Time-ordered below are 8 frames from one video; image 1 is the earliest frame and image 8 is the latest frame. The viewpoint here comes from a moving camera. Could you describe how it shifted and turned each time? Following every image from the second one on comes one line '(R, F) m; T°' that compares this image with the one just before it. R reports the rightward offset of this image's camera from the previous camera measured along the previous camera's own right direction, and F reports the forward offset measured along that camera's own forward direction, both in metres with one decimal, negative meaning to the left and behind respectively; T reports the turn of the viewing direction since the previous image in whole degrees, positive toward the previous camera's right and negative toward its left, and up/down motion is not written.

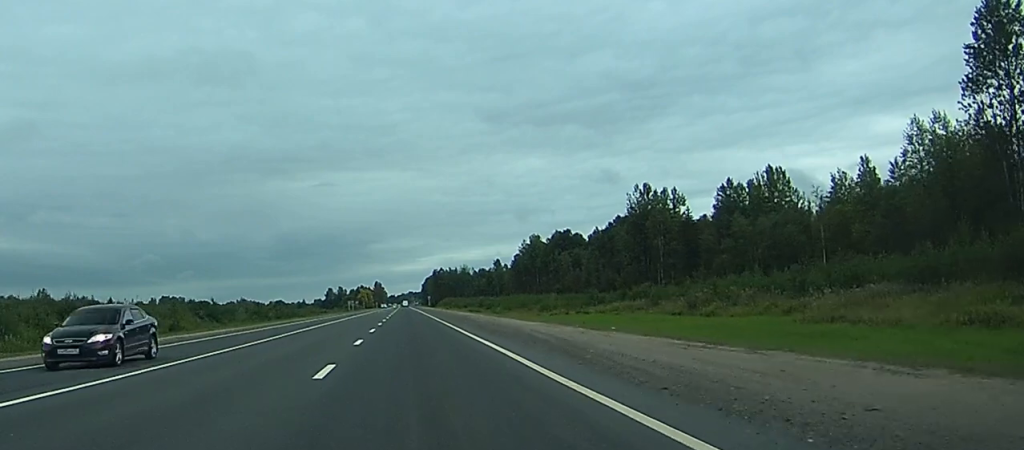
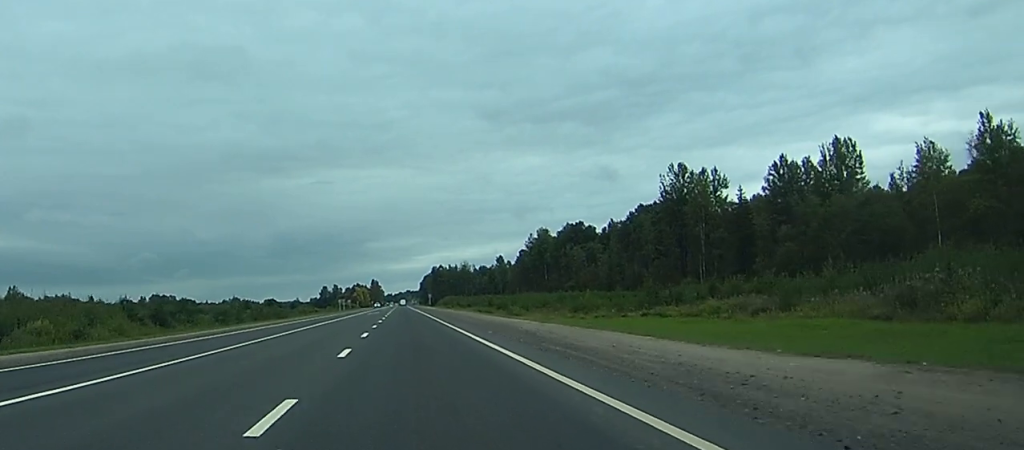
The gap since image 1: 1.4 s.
(+0.1, +30.3) m; 0°
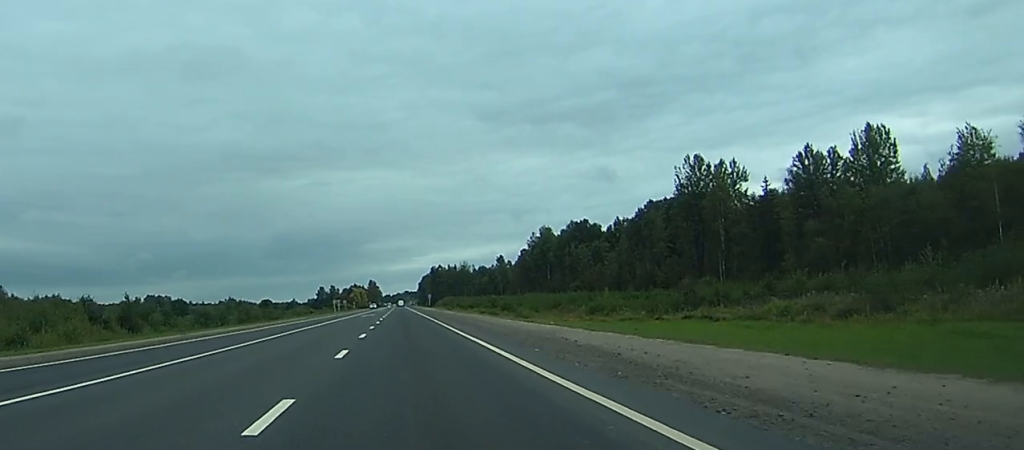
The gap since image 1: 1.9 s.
(0.0, +11.8) m; 0°
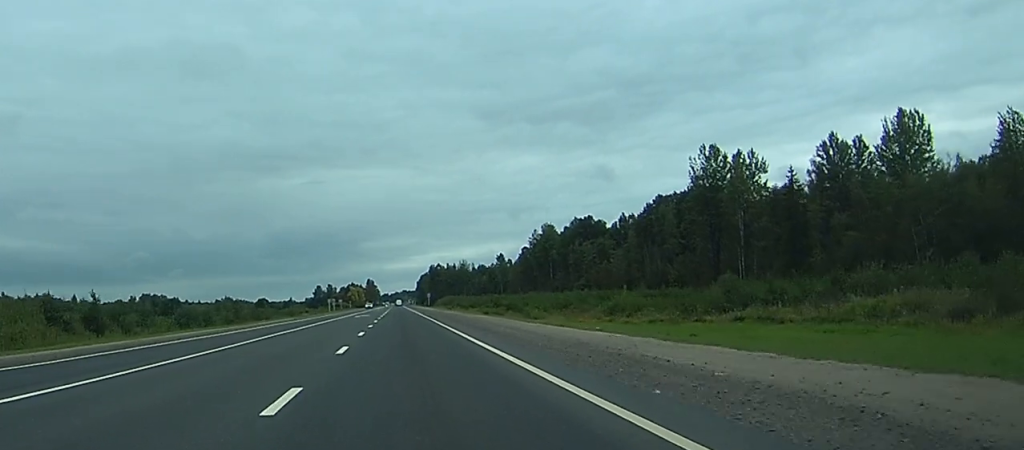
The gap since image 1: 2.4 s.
(0.0, +10.4) m; 0°
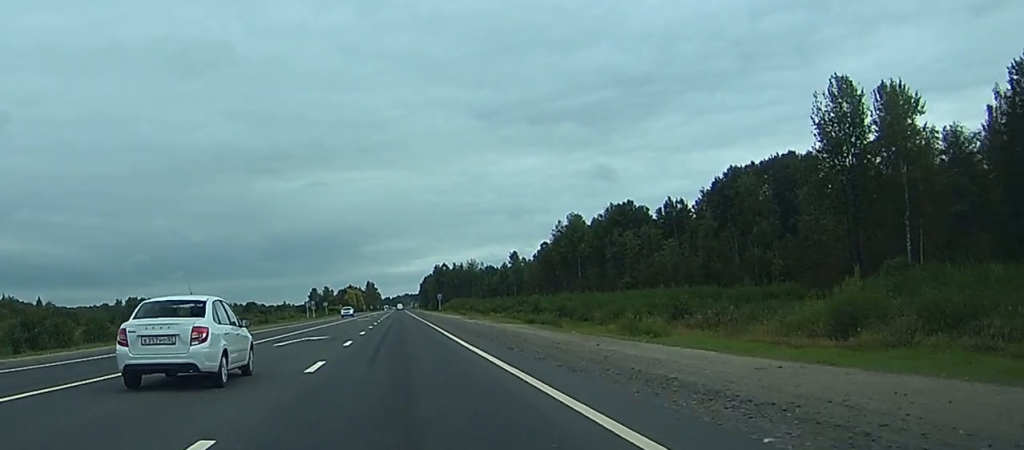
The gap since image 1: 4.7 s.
(-0.2, +52.3) m; -1°
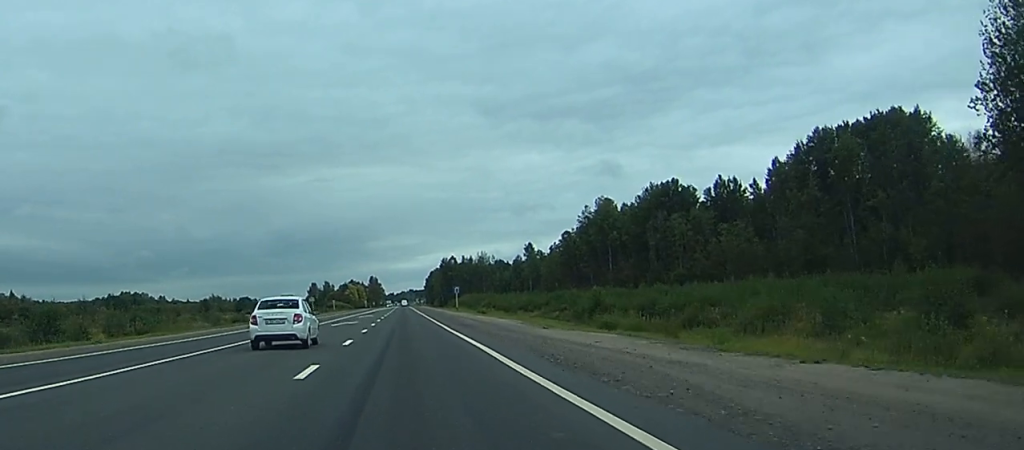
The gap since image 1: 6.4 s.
(-0.1, +37.9) m; -1°
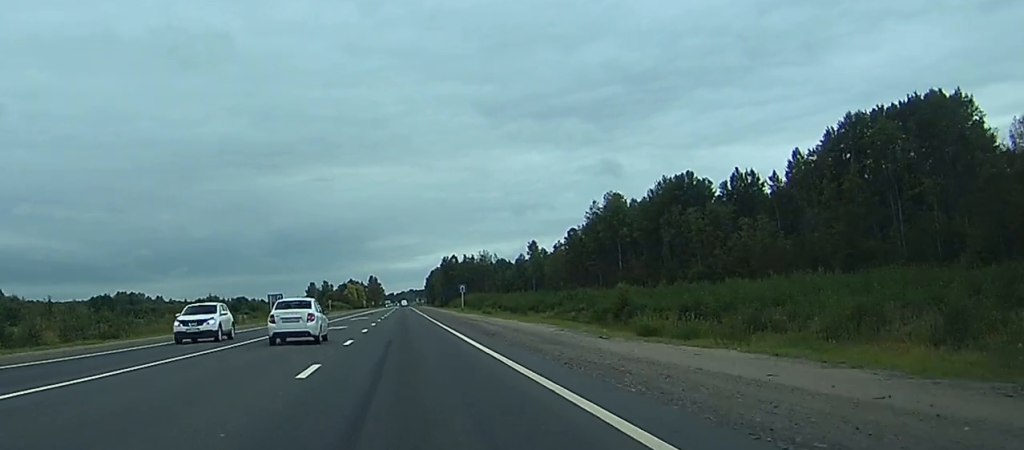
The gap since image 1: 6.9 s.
(0.0, +11.5) m; 0°
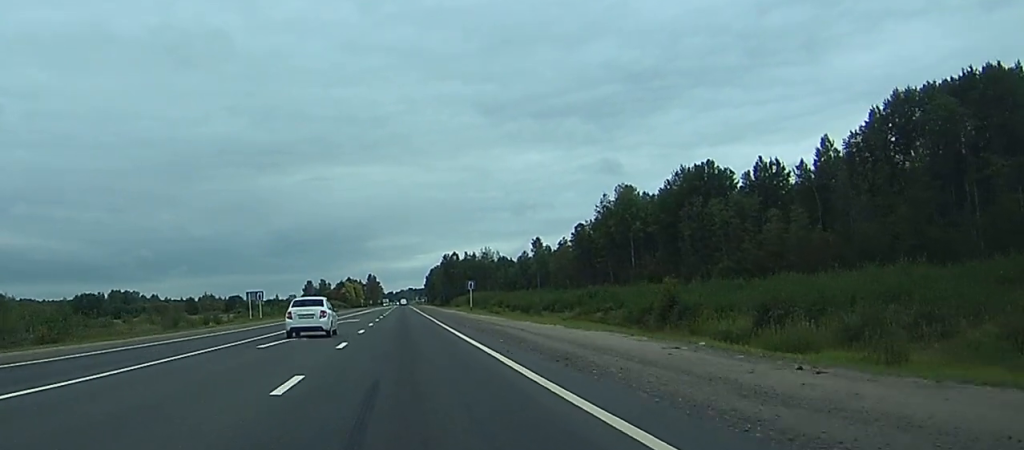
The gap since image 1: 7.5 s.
(-0.1, +14.6) m; 0°
